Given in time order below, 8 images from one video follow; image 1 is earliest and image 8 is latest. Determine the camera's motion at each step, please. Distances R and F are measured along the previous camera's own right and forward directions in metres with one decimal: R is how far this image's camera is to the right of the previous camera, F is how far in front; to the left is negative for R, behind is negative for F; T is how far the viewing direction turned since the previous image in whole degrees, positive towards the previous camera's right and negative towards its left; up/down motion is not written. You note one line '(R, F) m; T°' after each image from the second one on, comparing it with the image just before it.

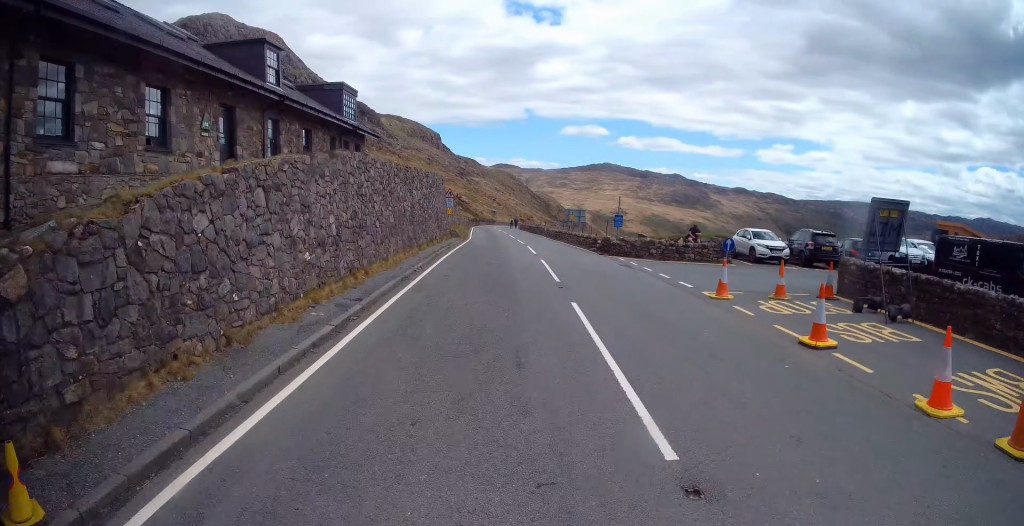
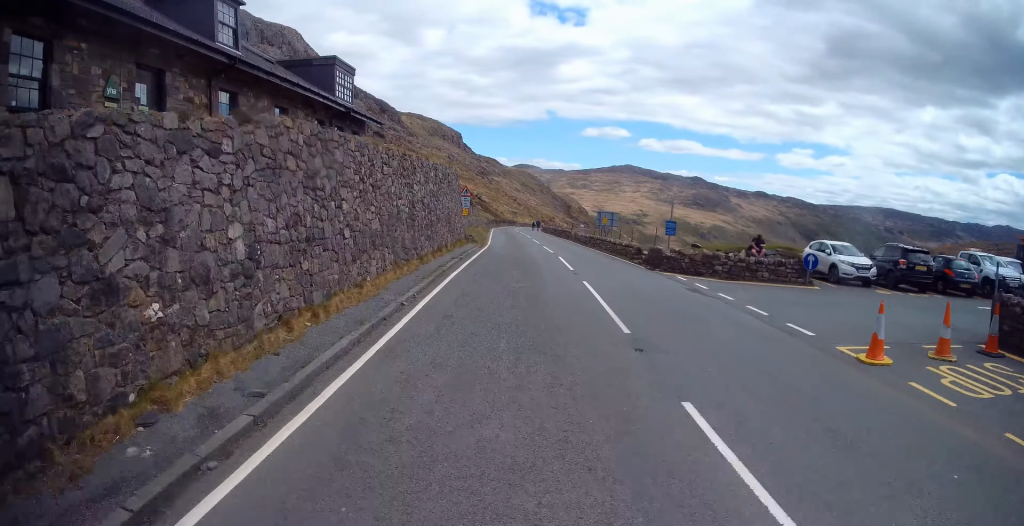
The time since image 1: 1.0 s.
(-0.4, +5.3) m; -5°
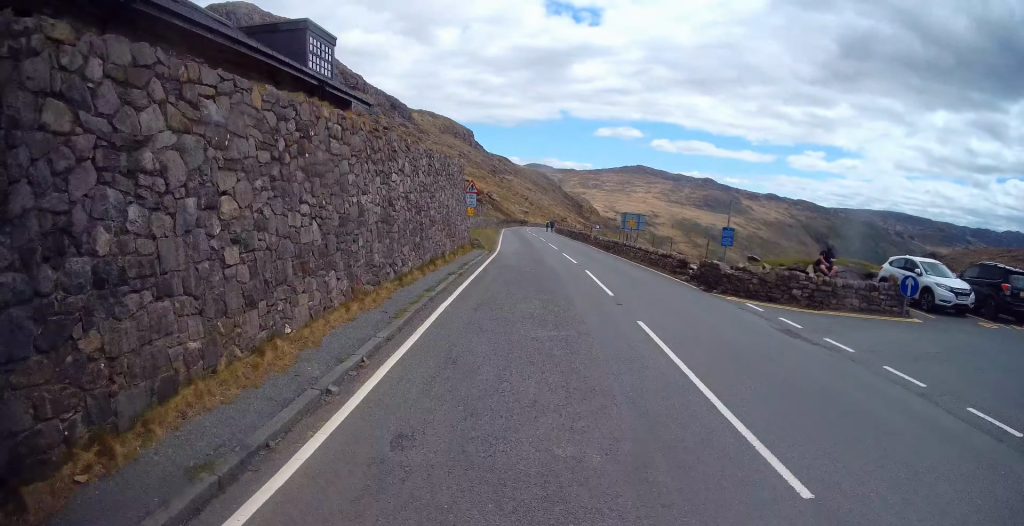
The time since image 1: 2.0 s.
(0.0, +5.0) m; +2°
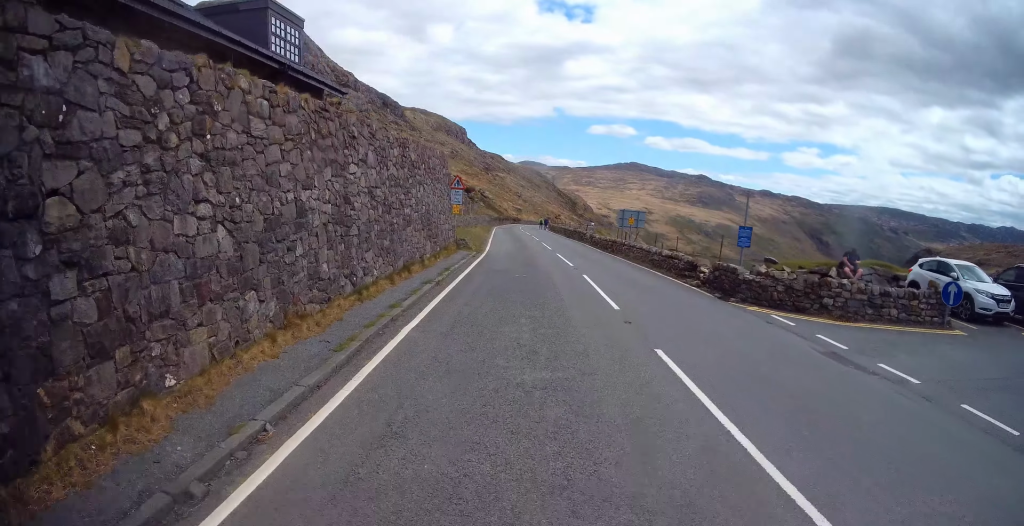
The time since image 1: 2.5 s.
(+0.3, +2.4) m; +1°
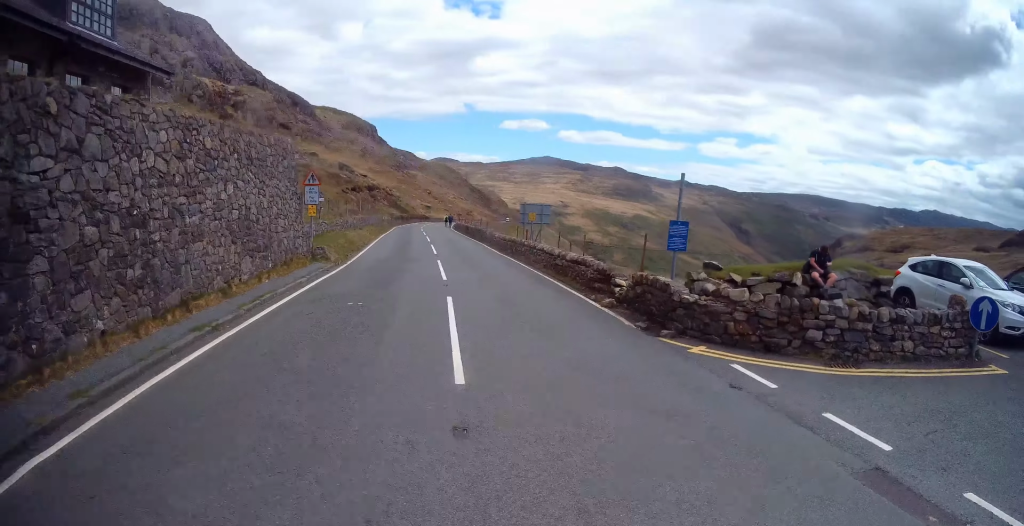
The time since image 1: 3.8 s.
(0.0, +5.3) m; +16°
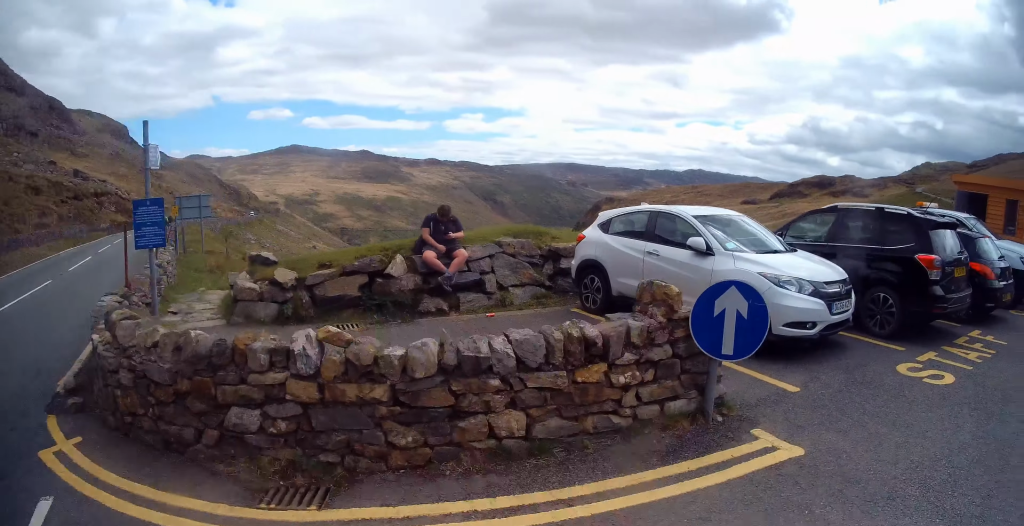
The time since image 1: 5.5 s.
(+2.1, +5.1) m; +45°
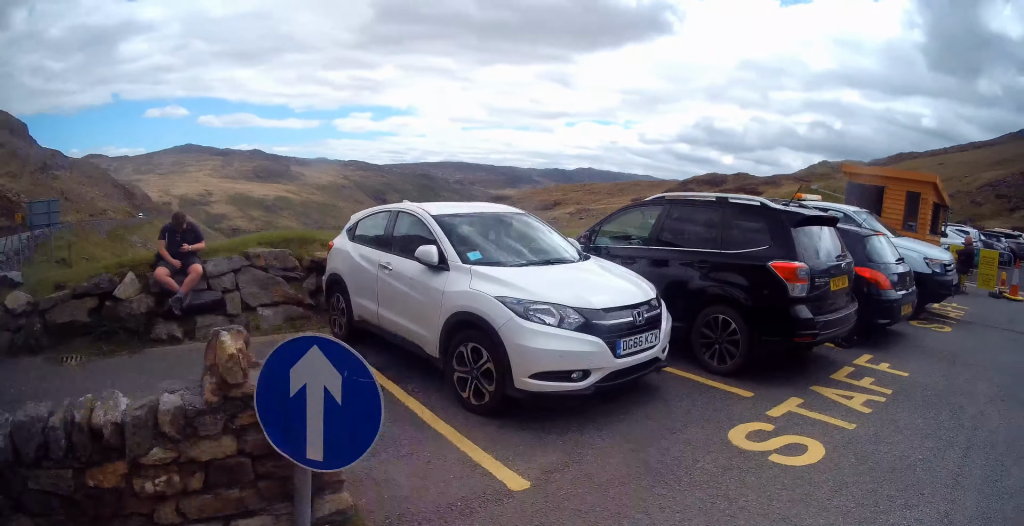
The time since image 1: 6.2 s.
(+0.6, +2.3) m; +19°
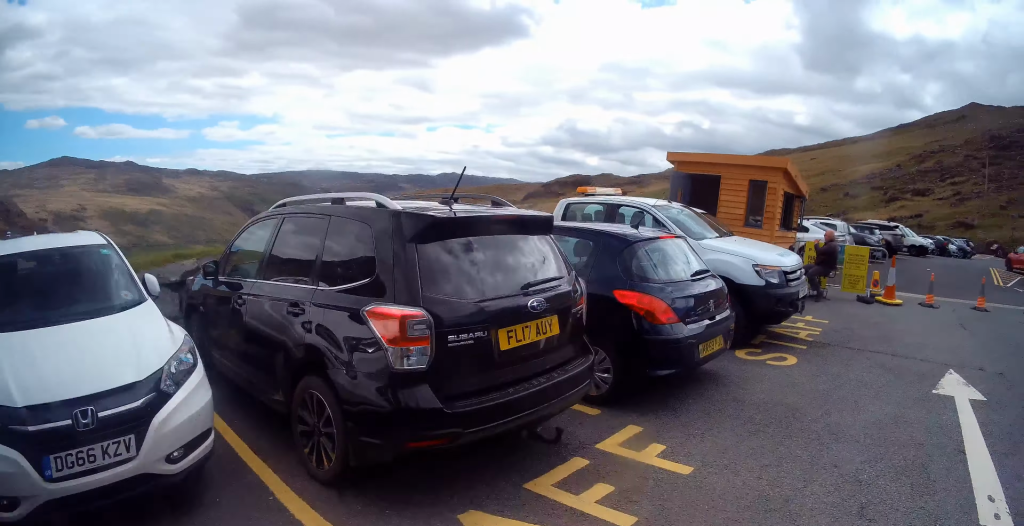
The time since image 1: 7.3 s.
(+0.6, +2.8) m; +15°
